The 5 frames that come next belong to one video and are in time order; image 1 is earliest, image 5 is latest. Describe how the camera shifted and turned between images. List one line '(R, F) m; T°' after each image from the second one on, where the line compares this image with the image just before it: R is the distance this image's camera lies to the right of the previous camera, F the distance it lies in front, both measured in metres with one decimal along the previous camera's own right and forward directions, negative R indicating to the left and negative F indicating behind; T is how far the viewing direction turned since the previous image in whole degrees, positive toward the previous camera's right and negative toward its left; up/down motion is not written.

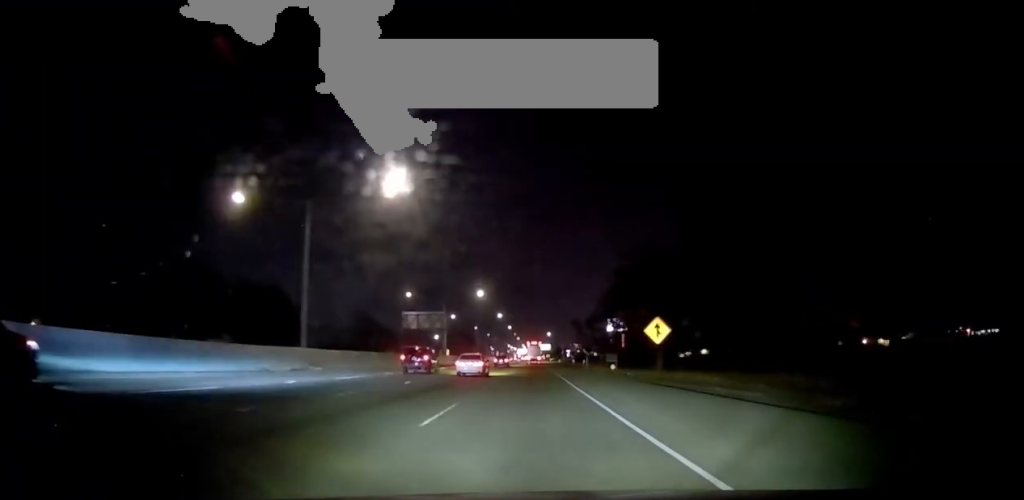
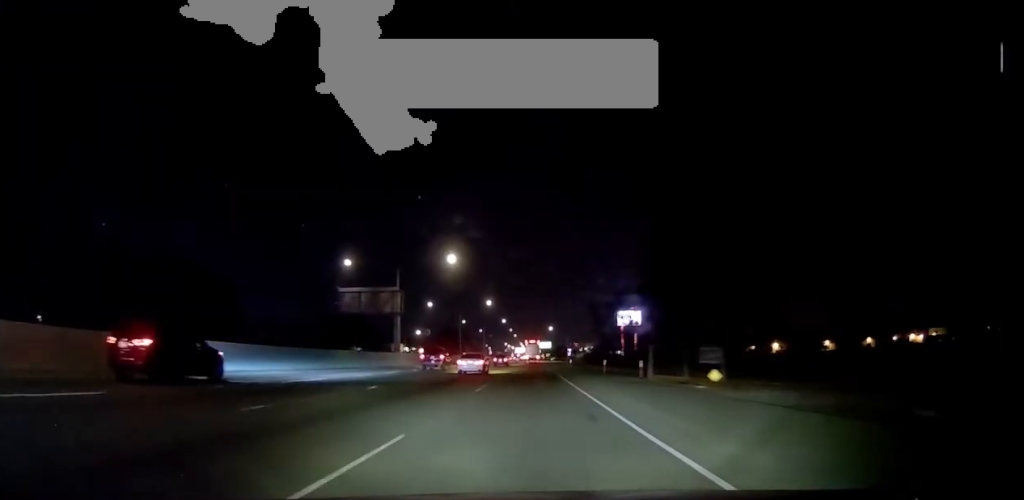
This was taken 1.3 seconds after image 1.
(0.0, +35.4) m; 0°
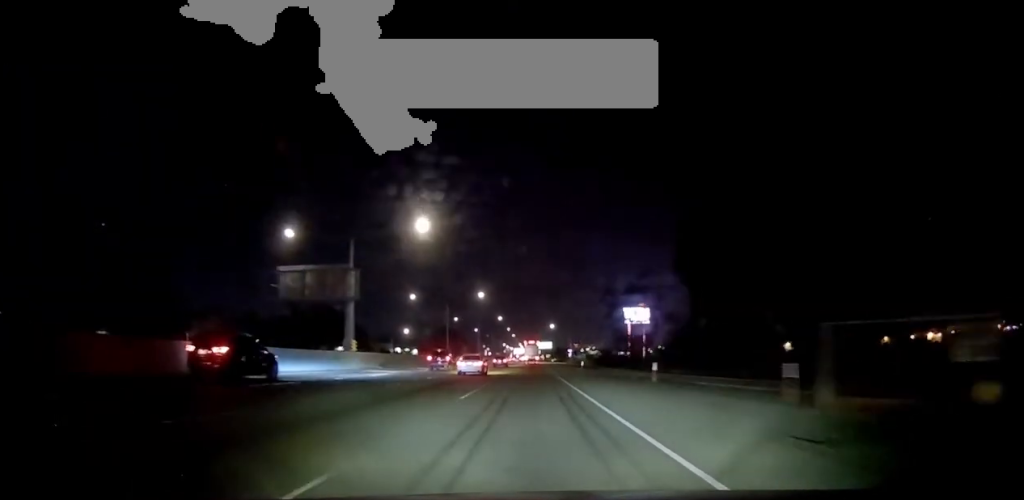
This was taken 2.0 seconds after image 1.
(0.0, +17.7) m; 0°
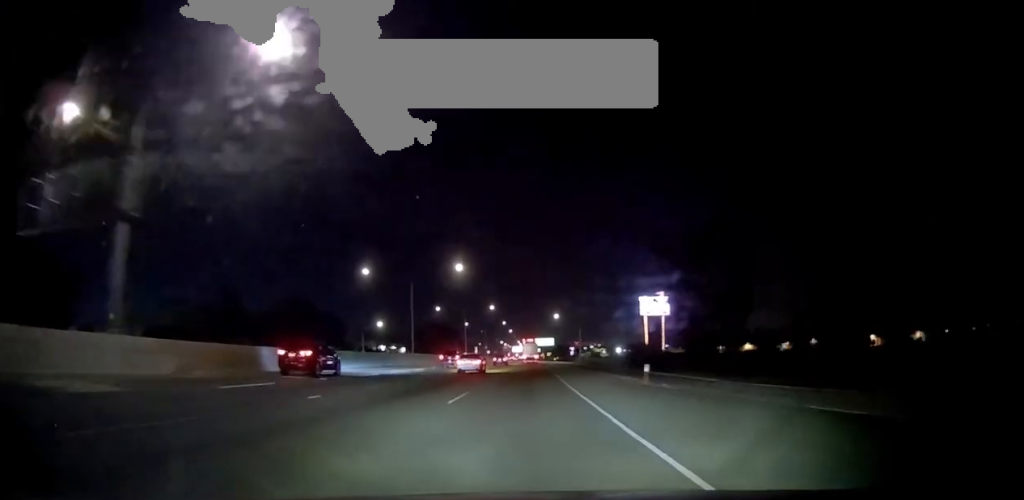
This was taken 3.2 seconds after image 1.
(0.0, +31.0) m; 0°
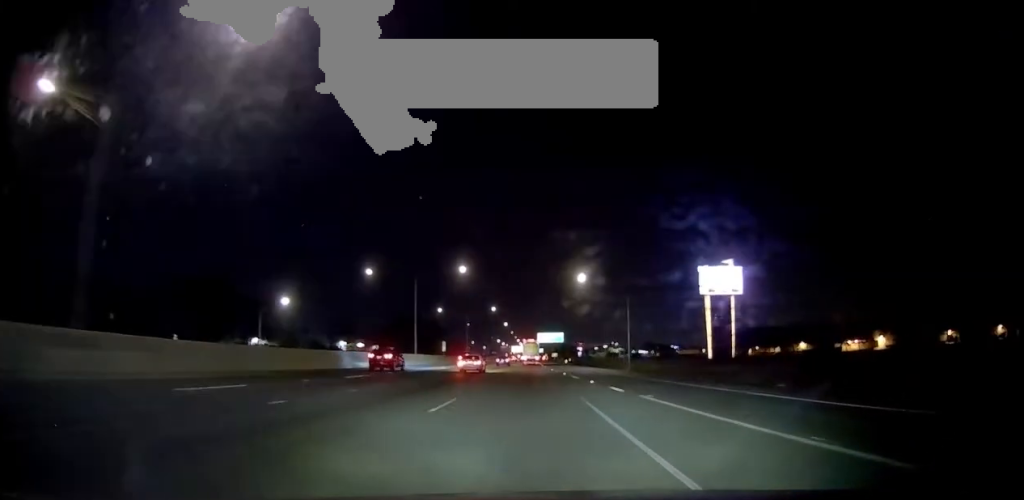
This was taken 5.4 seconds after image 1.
(0.0, +60.2) m; 0°
